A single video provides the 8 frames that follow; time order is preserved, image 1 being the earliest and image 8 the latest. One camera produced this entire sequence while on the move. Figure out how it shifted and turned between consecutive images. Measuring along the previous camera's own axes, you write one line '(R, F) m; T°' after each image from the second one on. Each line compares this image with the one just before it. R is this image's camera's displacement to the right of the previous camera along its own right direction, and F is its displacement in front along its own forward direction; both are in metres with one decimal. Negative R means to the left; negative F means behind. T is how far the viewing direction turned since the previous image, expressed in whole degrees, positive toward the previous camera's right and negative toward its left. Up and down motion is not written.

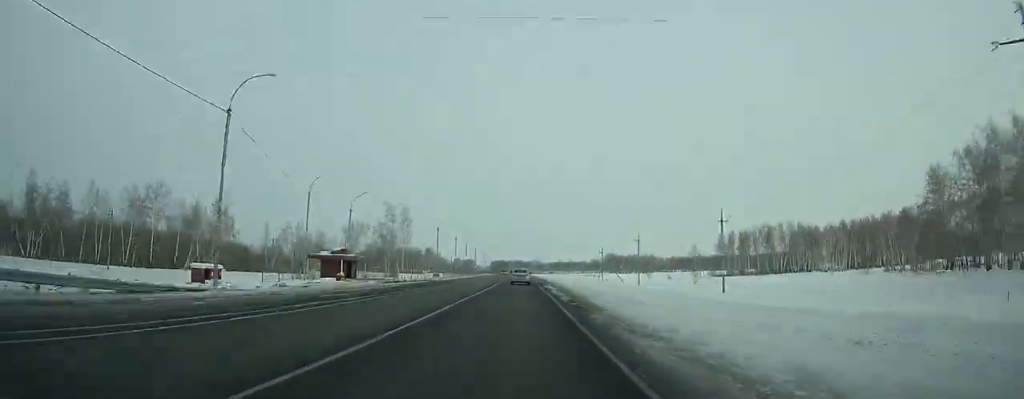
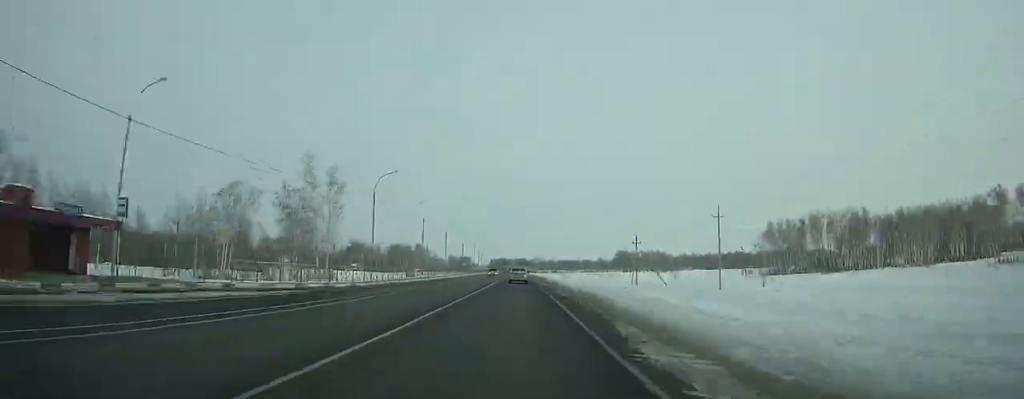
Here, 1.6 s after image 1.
(0.0, +44.8) m; 0°
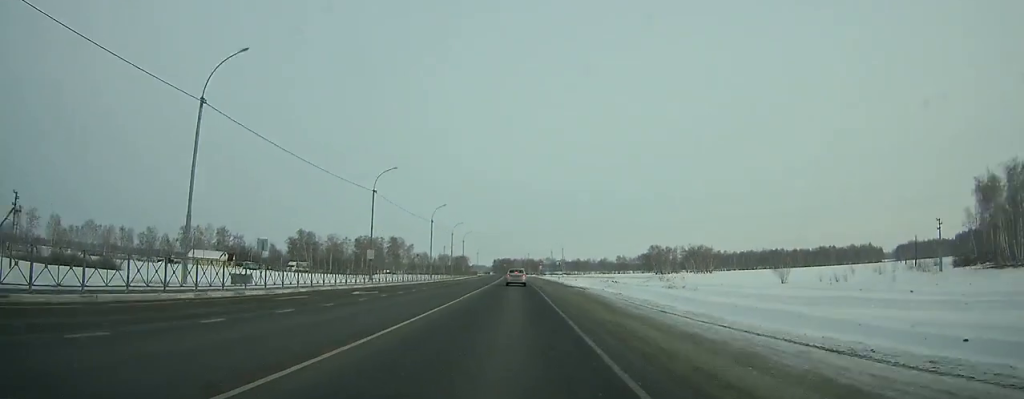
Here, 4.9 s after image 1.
(-0.2, +89.5) m; -1°
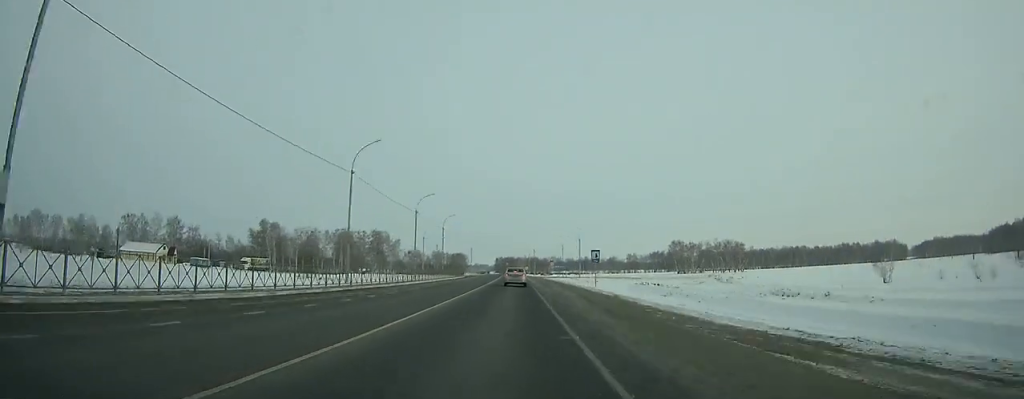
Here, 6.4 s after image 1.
(-0.2, +38.6) m; -1°
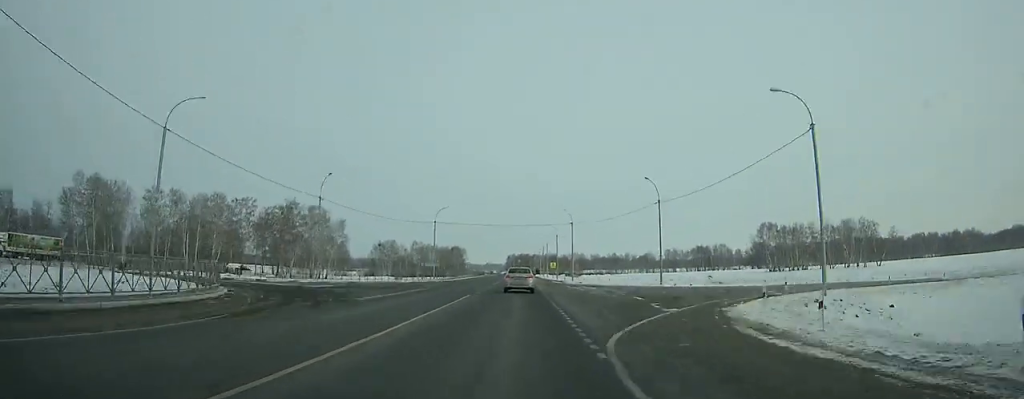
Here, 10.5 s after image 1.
(-1.4, +99.1) m; -2°
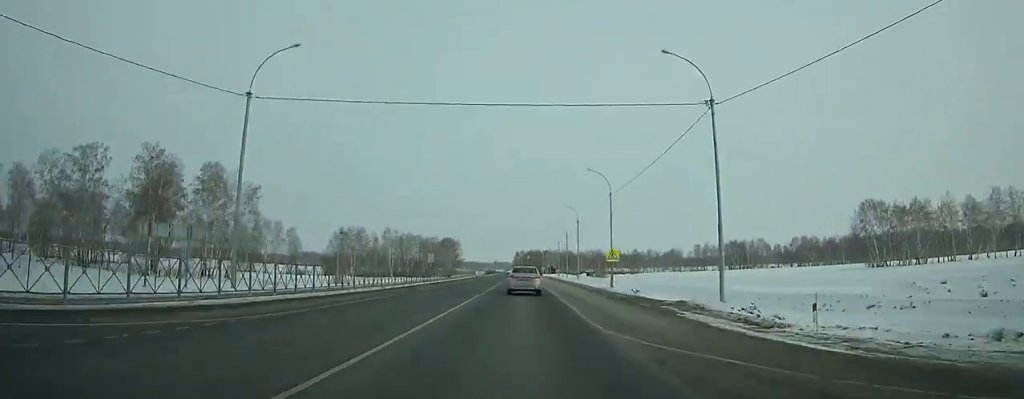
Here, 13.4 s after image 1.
(-0.3, +63.3) m; 0°
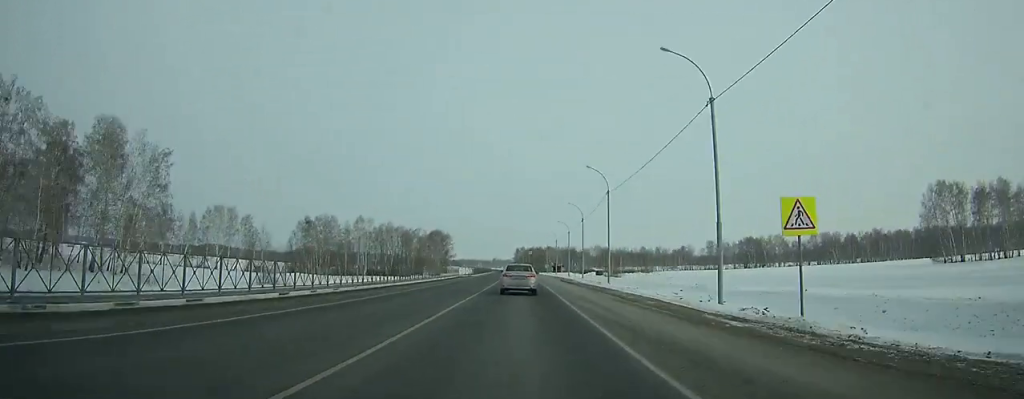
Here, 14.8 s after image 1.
(-0.1, +29.0) m; 0°
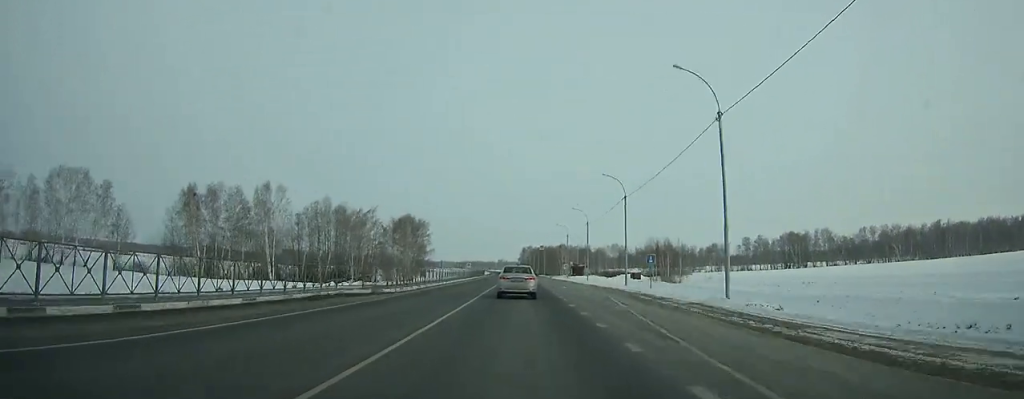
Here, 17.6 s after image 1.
(-0.2, +57.0) m; -1°
